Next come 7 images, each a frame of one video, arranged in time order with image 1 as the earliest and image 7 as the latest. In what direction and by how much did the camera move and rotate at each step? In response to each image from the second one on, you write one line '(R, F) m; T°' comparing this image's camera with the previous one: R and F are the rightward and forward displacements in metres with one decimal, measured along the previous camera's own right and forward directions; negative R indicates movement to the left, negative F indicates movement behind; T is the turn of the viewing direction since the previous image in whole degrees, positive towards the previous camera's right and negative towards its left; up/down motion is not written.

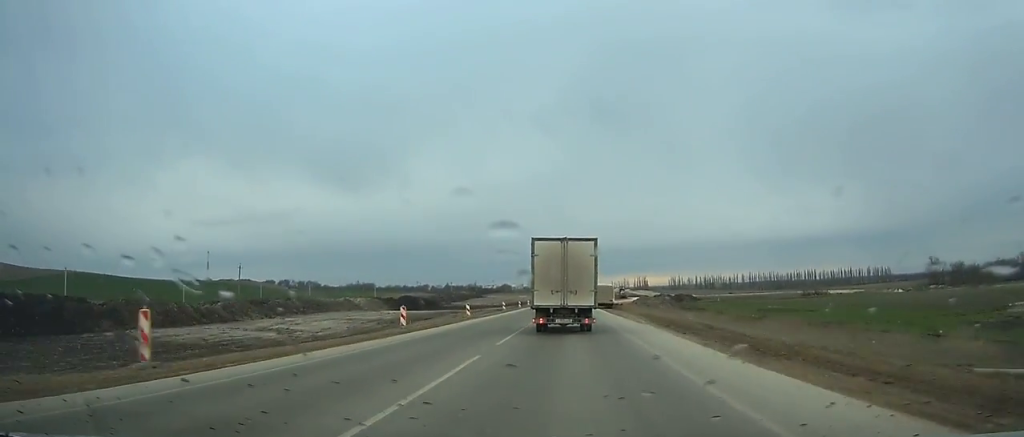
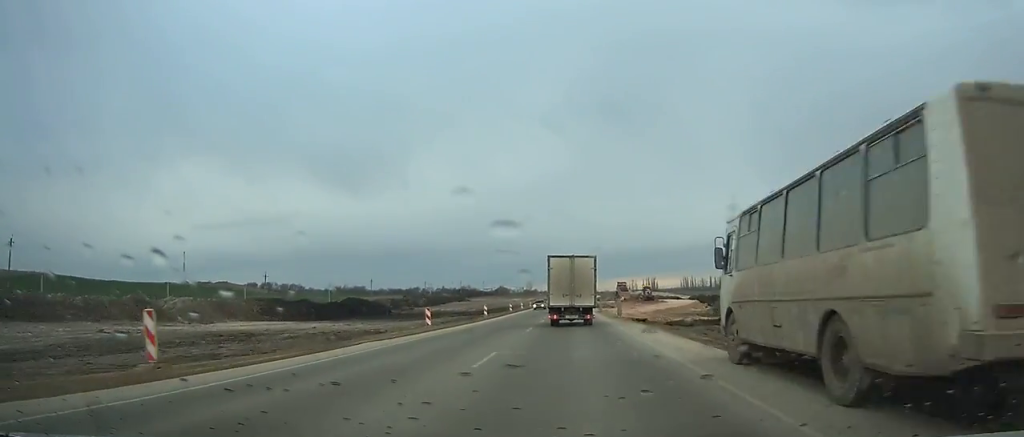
(+0.6, +67.8) m; 0°
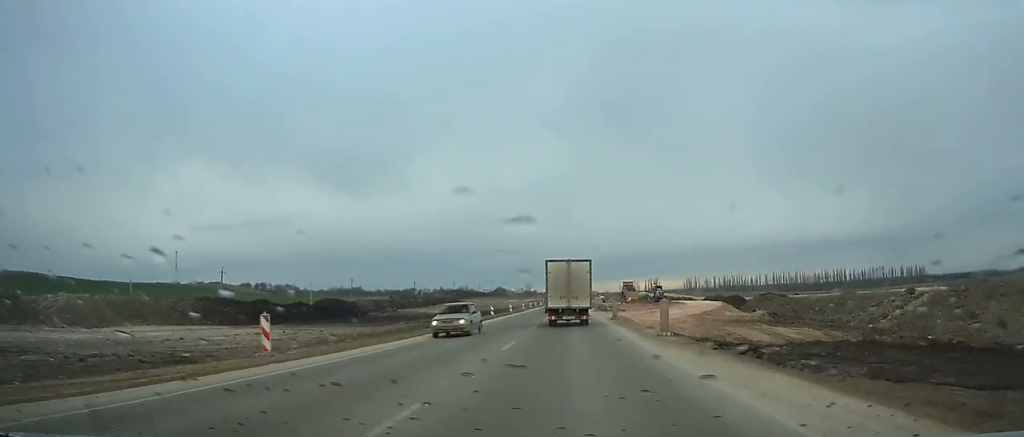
(+0.2, +19.2) m; 0°
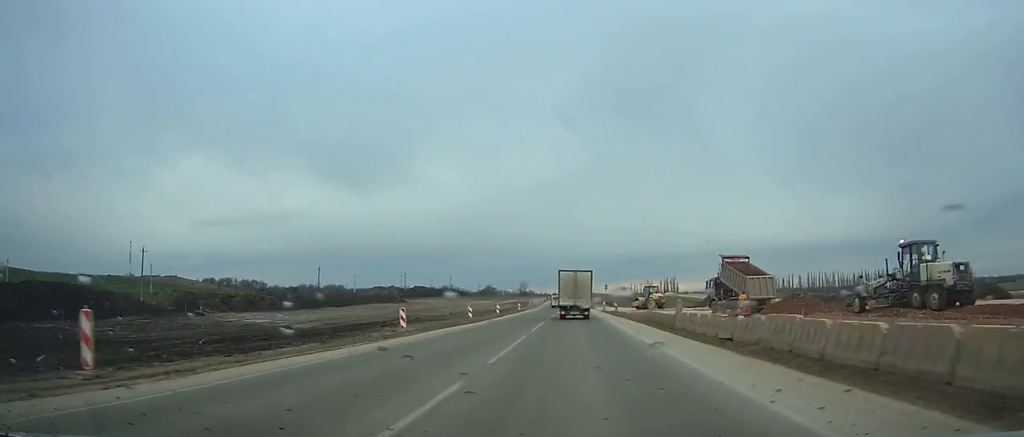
(-2.1, +100.6) m; -1°
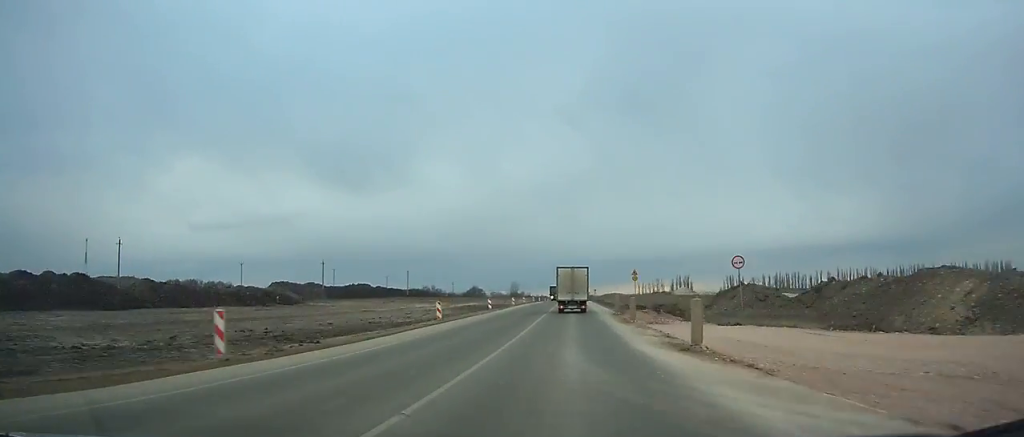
(+0.3, +74.0) m; +1°
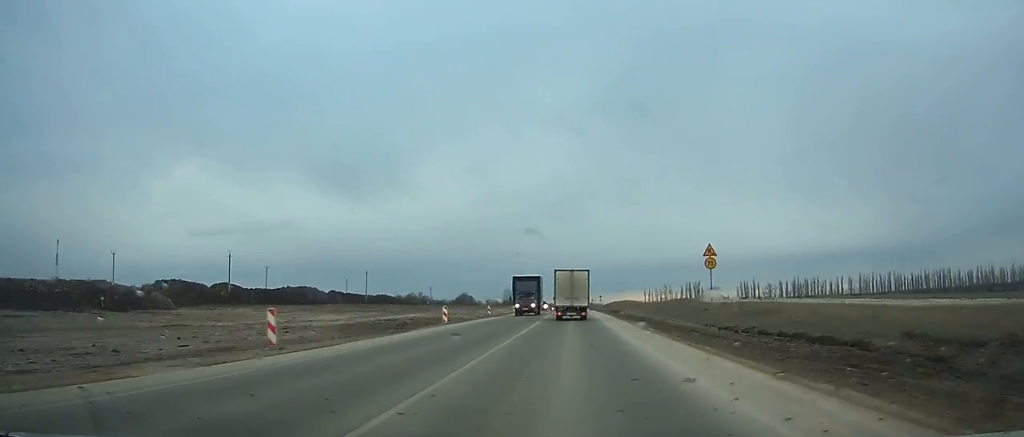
(+0.2, +41.8) m; 0°
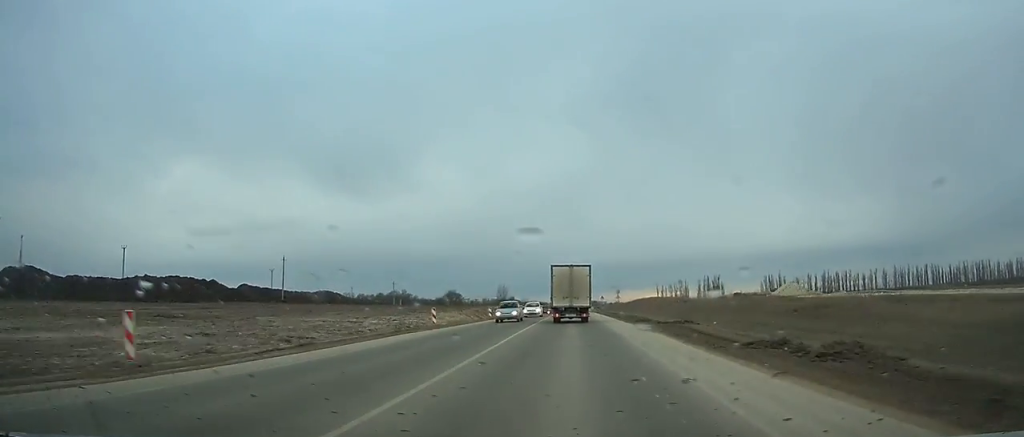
(-0.2, +51.8) m; 0°
